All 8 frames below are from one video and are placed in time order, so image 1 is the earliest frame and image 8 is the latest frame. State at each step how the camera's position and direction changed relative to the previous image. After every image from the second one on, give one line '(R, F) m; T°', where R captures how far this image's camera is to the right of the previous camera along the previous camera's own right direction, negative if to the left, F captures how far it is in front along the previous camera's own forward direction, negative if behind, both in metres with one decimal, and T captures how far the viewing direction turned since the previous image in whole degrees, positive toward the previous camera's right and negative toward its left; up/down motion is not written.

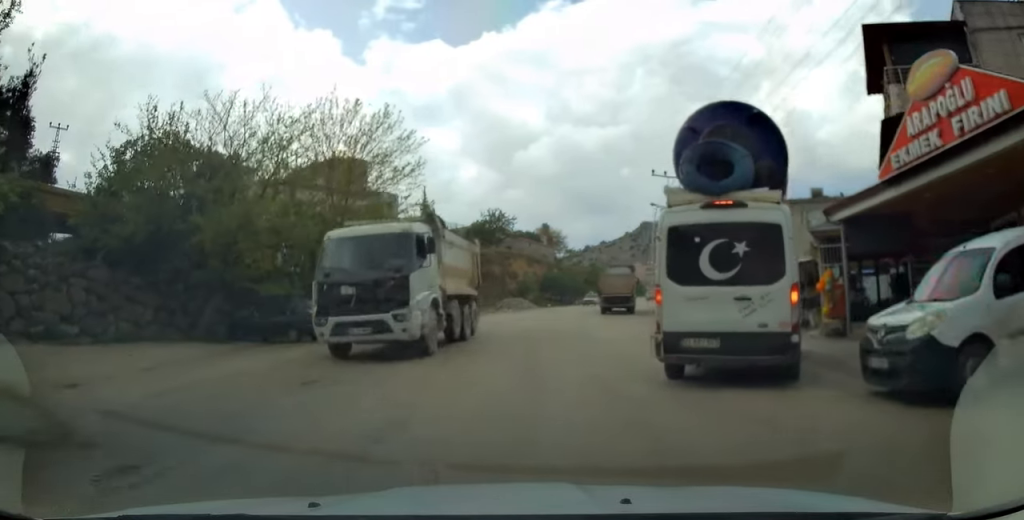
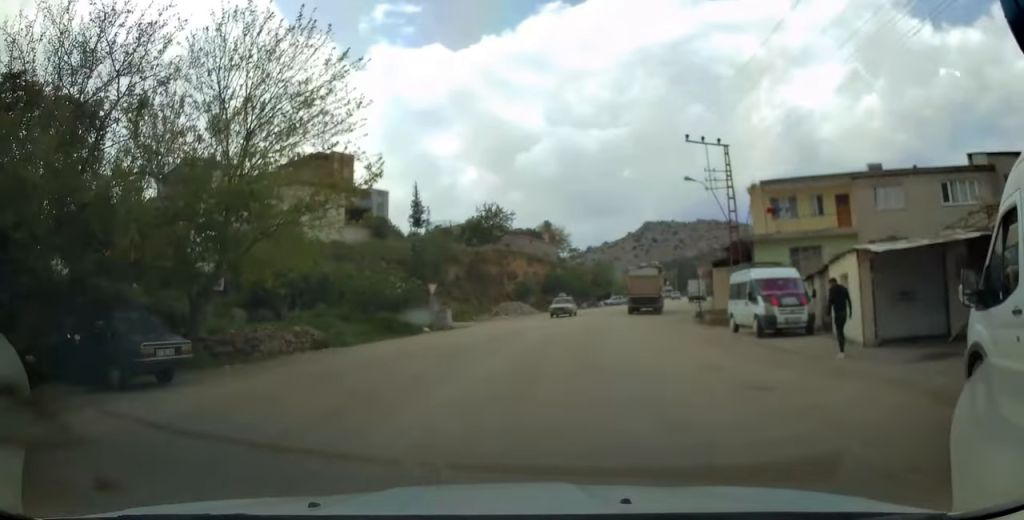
(-0.2, +9.5) m; 0°
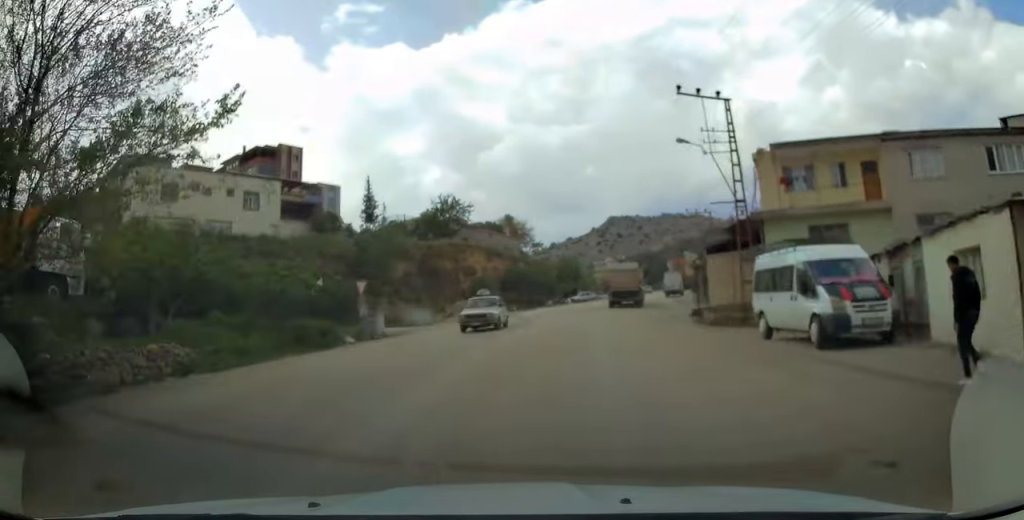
(0.0, +6.9) m; +1°
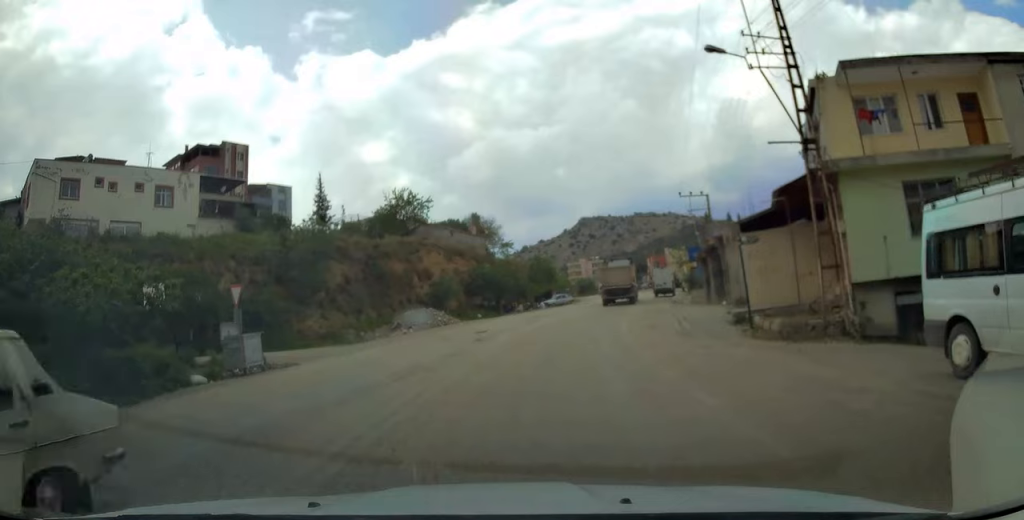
(+0.1, +9.0) m; +3°
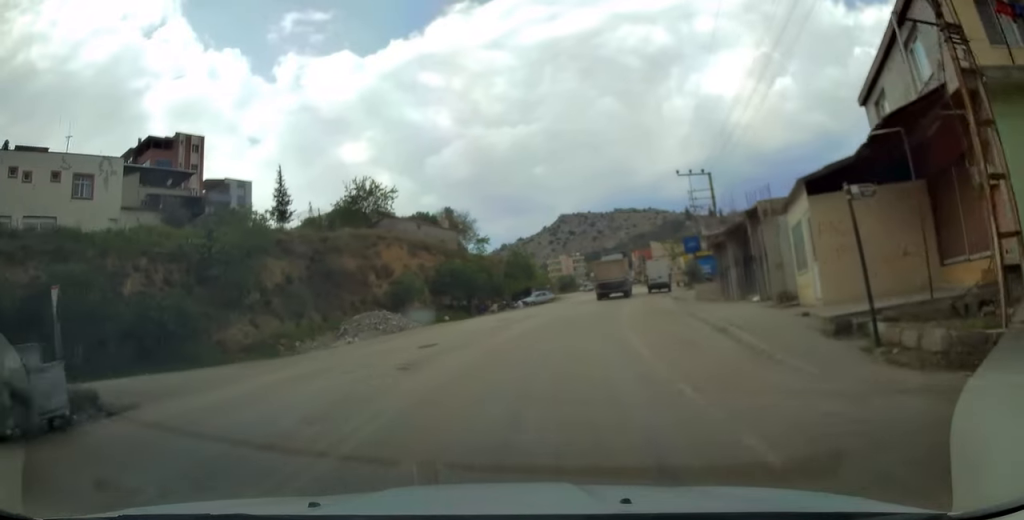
(+0.2, +7.1) m; +3°
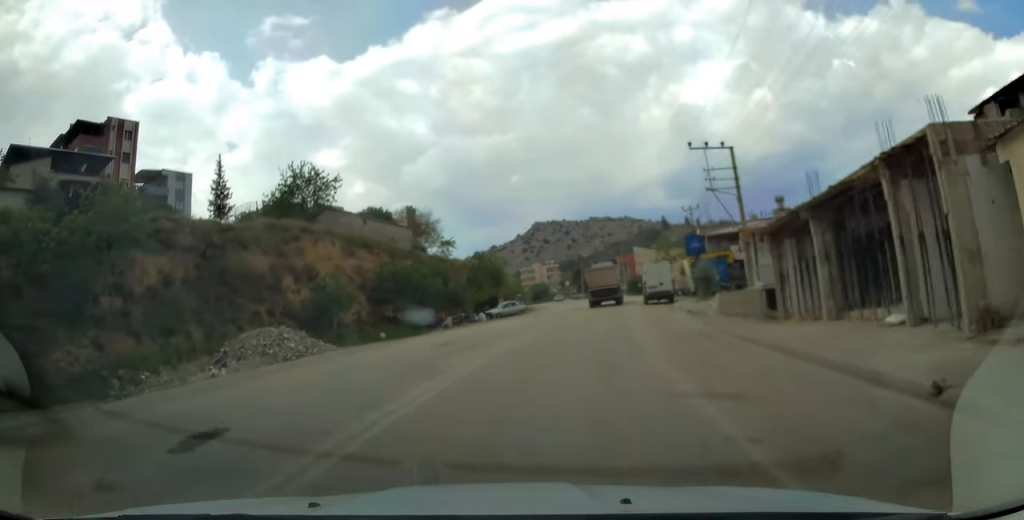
(+0.4, +11.5) m; +3°
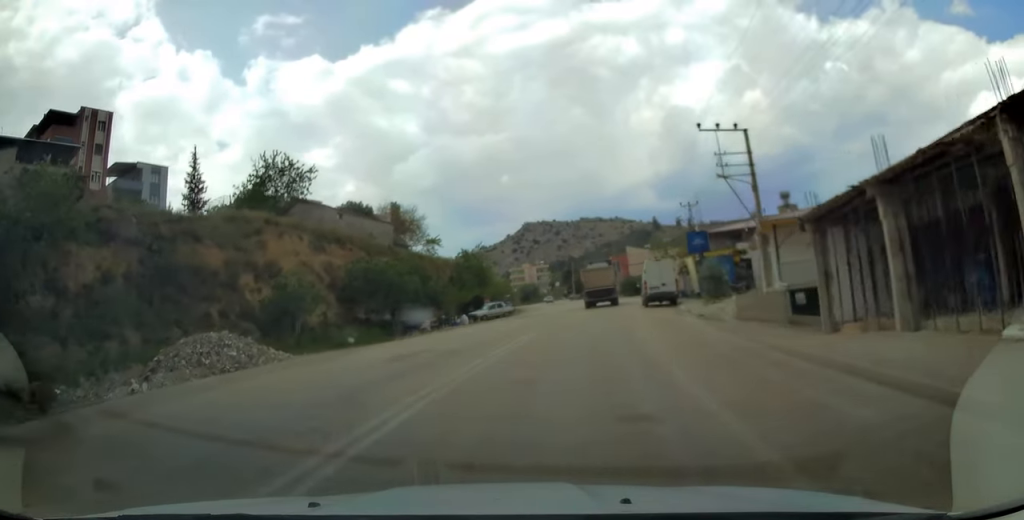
(0.0, +4.2) m; +1°
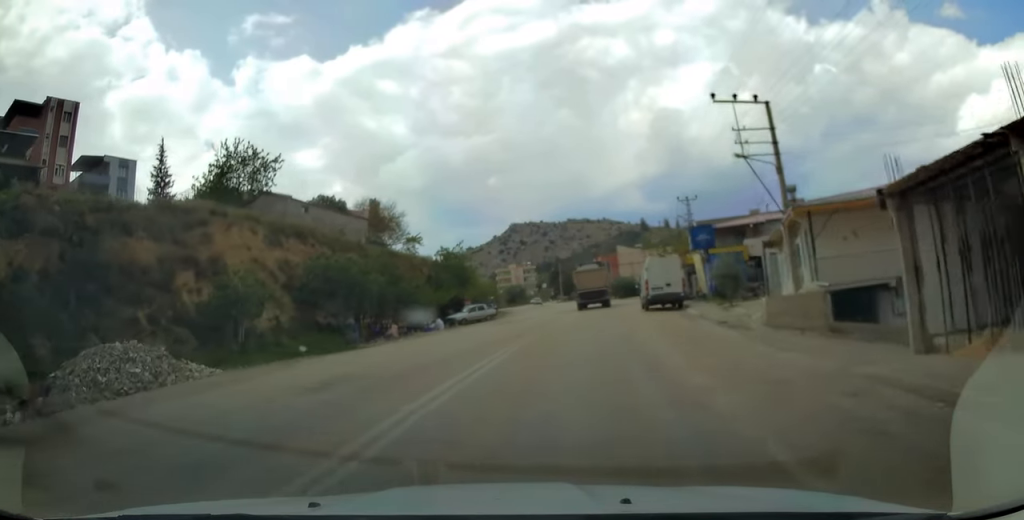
(0.0, +4.9) m; +1°
